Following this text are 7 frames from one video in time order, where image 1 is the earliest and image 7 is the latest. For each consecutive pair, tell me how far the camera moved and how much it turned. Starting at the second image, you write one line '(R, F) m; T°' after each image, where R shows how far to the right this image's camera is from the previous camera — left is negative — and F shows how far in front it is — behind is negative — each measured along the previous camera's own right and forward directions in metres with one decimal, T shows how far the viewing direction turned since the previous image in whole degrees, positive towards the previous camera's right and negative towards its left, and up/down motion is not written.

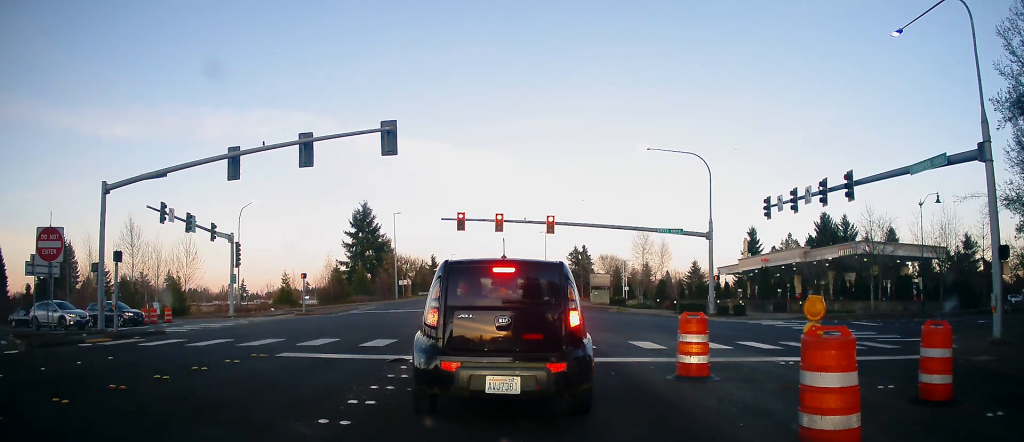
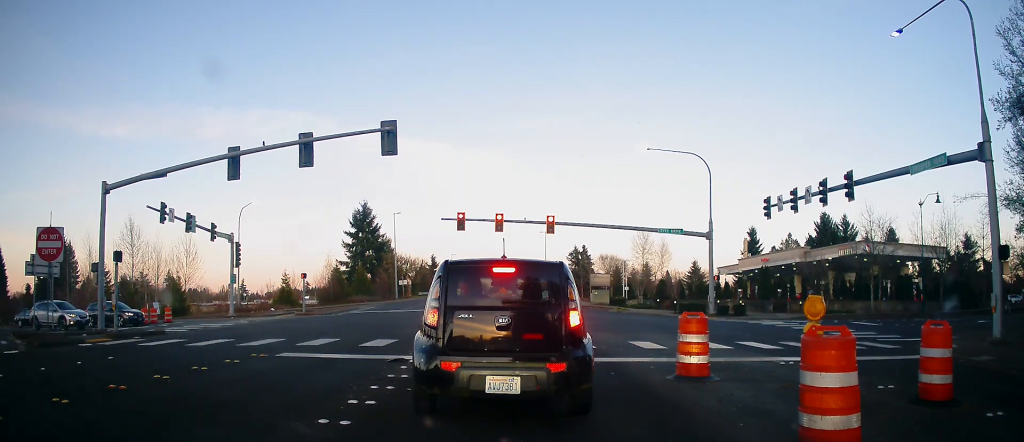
(0.0, 0.0) m; 0°
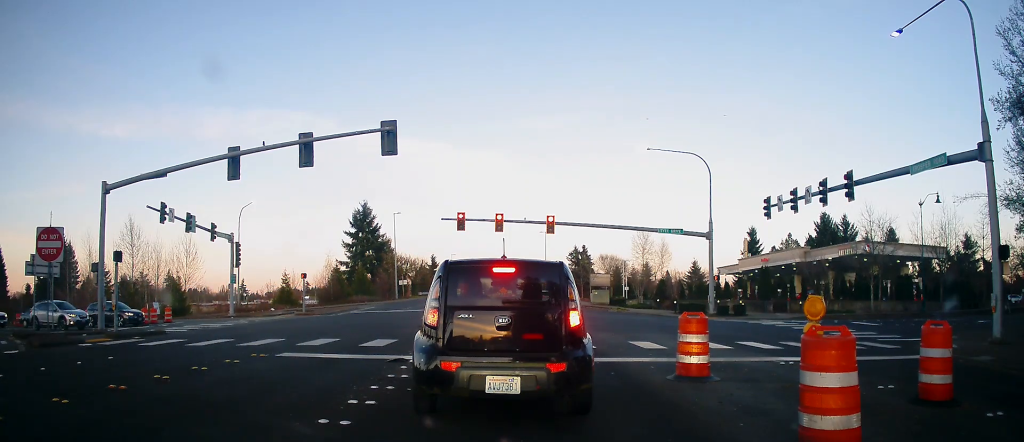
(0.0, 0.0) m; 0°
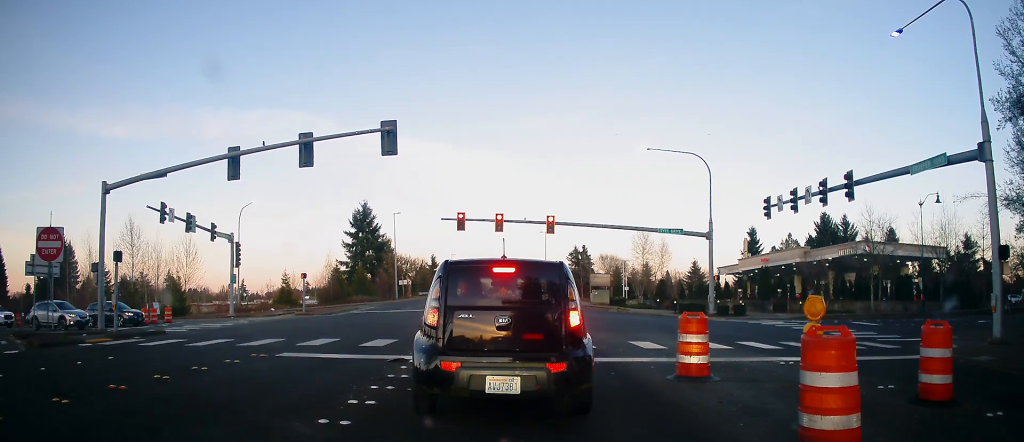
(0.0, 0.0) m; 0°
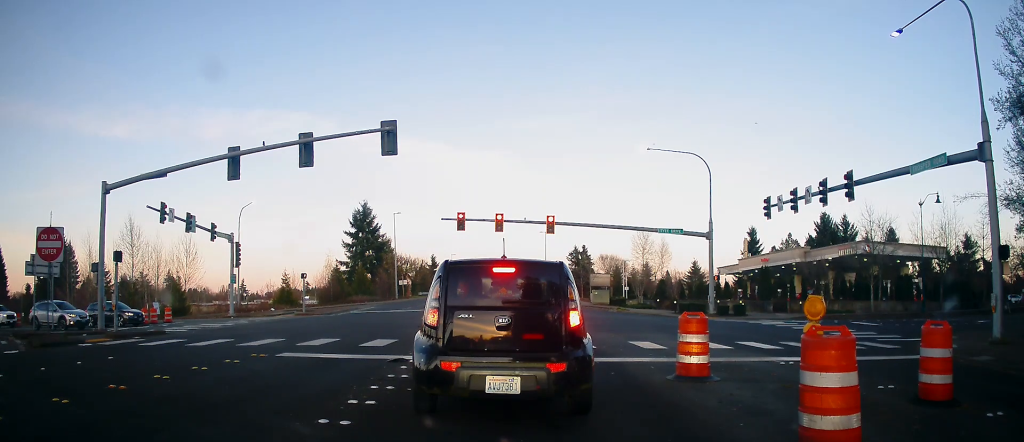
(0.0, 0.0) m; 0°
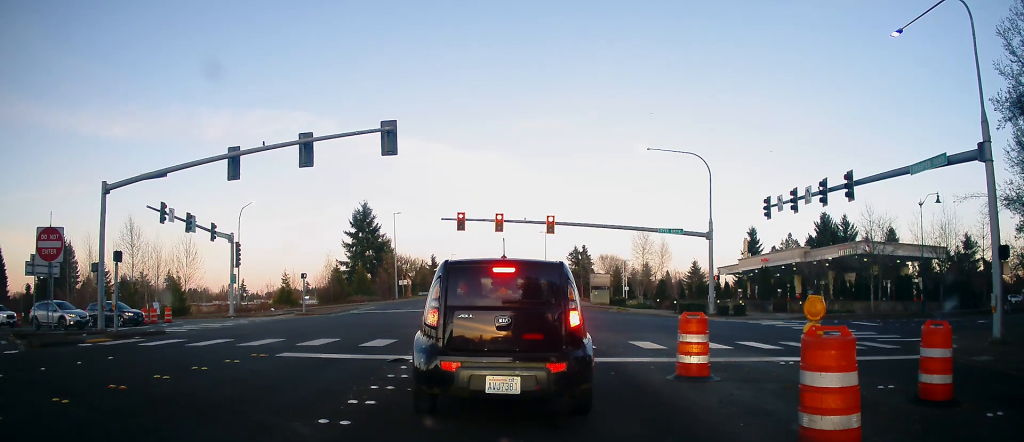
(0.0, 0.0) m; 0°
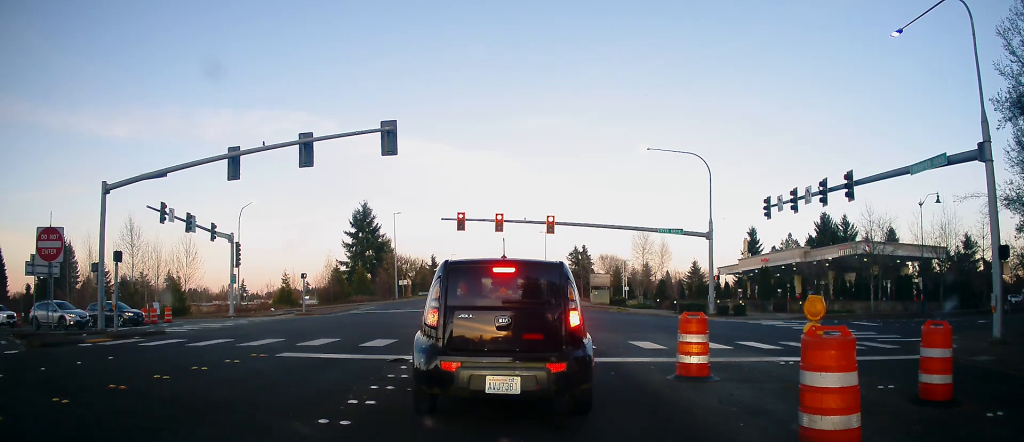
(0.0, 0.0) m; 0°
